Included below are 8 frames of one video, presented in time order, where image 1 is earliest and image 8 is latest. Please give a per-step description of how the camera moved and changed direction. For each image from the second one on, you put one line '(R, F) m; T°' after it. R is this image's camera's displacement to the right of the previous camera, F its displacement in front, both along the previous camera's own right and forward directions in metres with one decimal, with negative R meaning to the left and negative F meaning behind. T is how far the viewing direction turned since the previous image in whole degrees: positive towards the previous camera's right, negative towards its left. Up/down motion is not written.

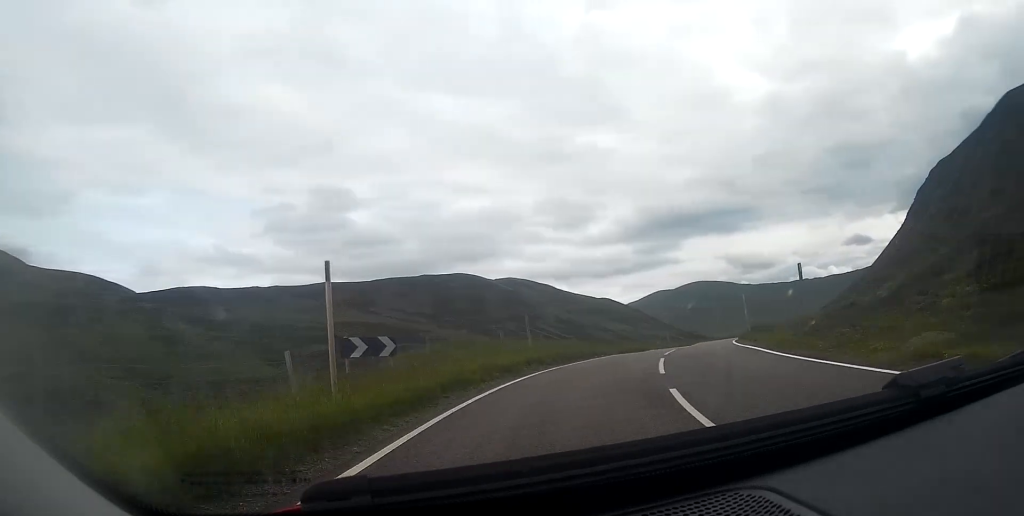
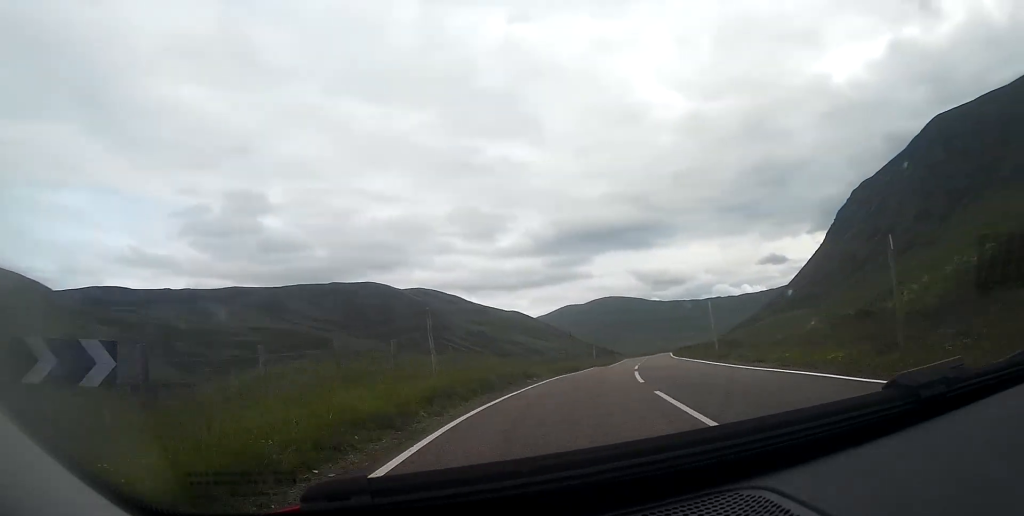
(+0.5, +7.8) m; +7°
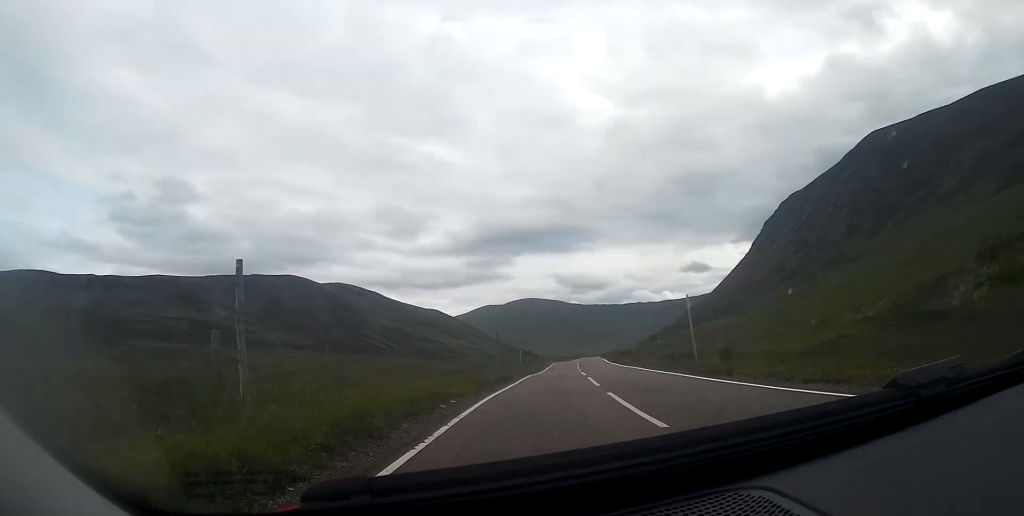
(+0.5, +7.3) m; +6°
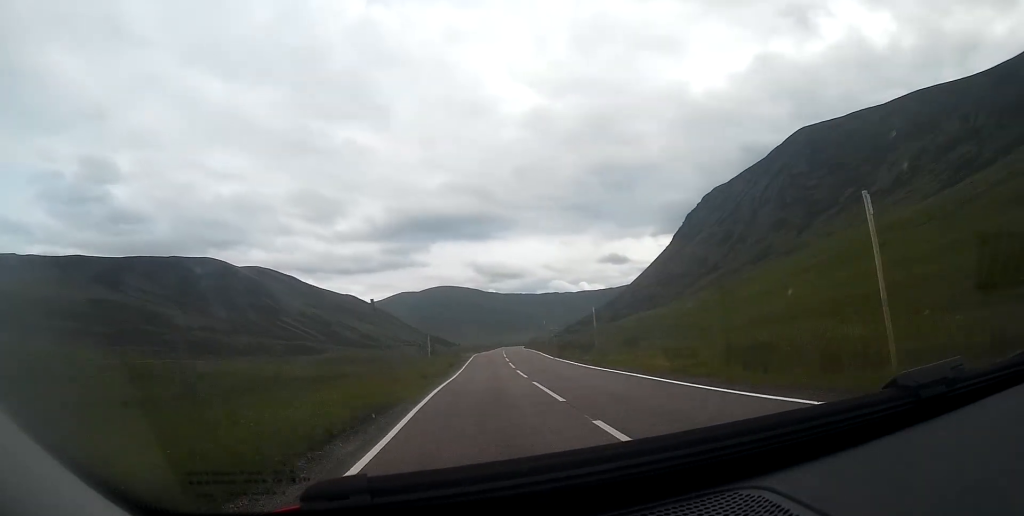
(+1.2, +14.7) m; +8°
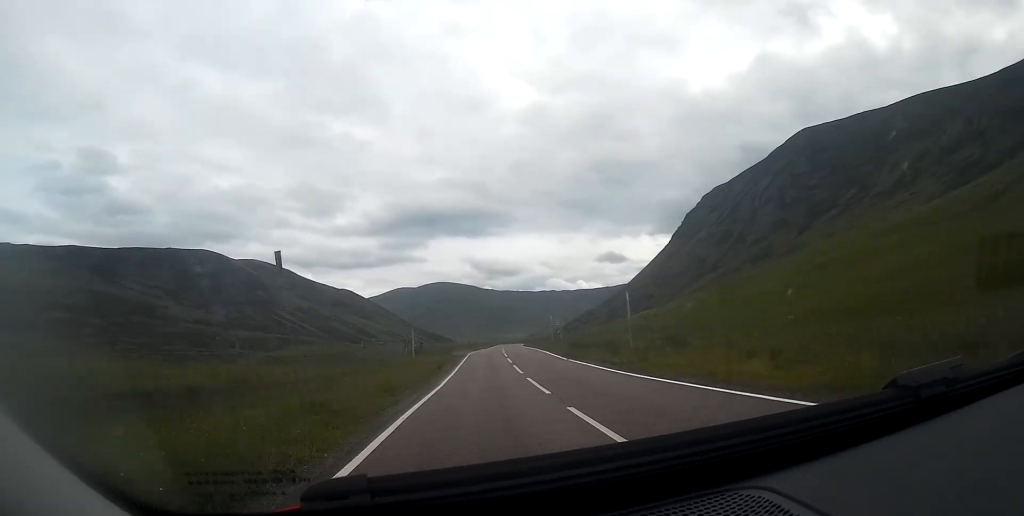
(+0.2, +7.0) m; +1°
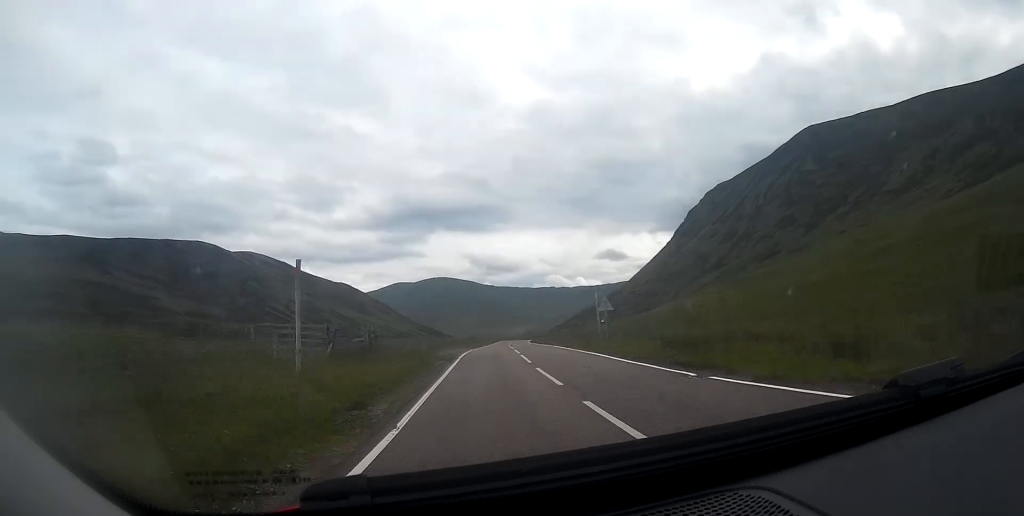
(+0.2, +17.7) m; 0°
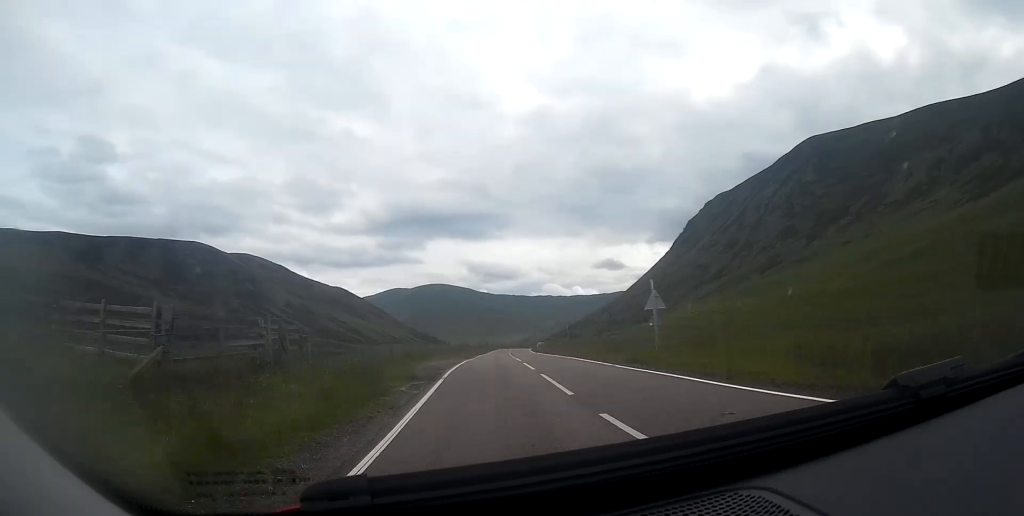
(-0.1, +9.9) m; 0°
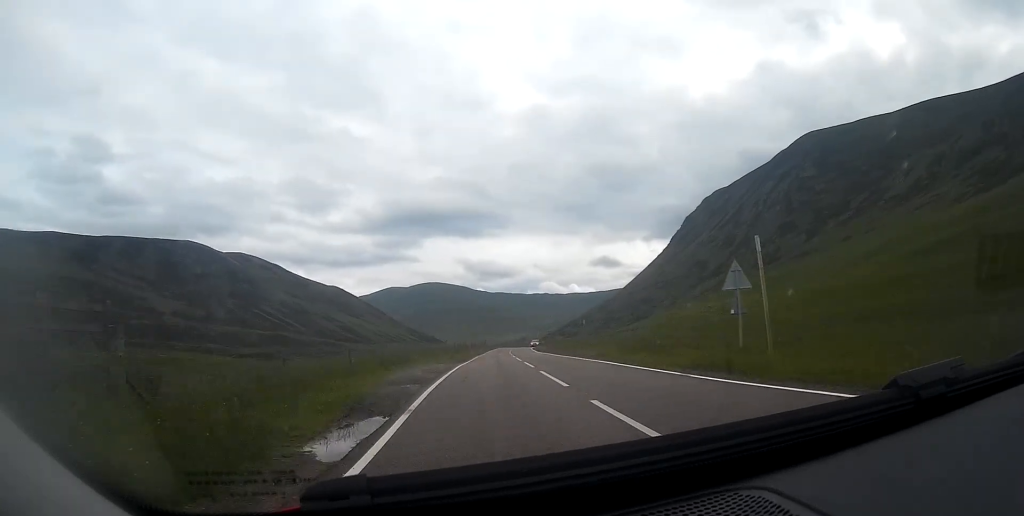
(0.0, +8.1) m; 0°
